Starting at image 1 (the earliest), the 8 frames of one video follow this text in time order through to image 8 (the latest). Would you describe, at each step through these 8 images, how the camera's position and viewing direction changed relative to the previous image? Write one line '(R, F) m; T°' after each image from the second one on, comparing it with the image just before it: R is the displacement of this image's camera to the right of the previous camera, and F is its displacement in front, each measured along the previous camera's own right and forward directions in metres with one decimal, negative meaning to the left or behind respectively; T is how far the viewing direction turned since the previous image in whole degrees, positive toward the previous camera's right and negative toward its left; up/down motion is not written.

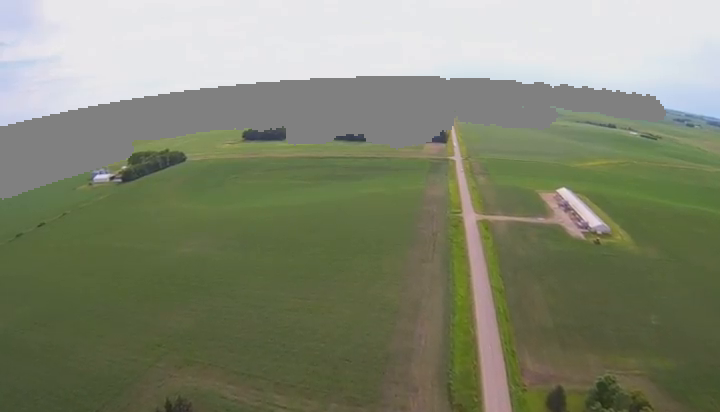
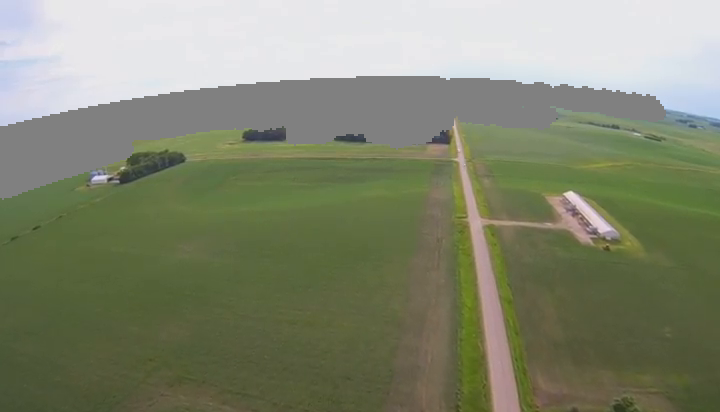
(0.0, +9.7) m; 0°
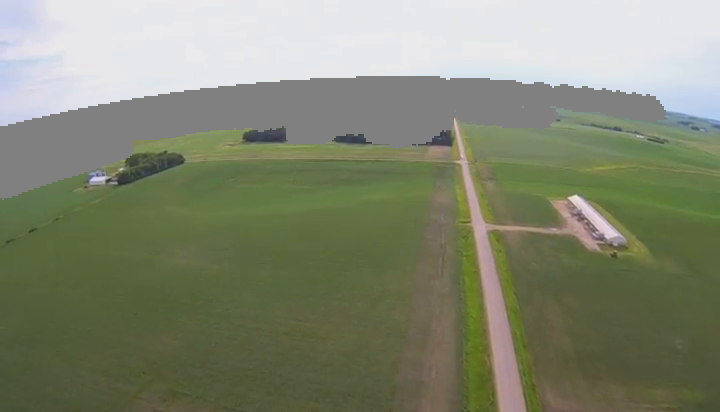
(0.0, +7.4) m; 0°
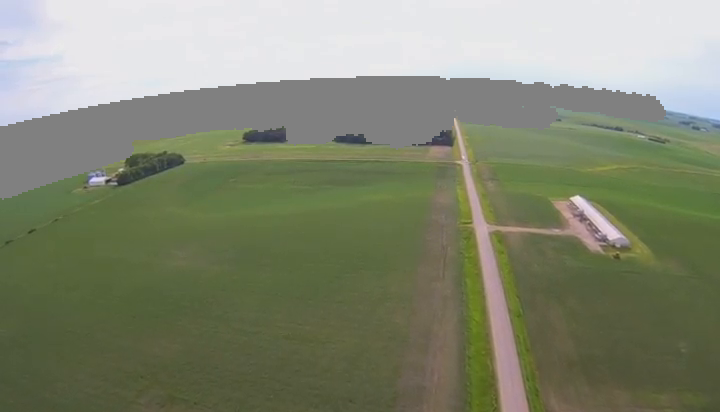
(0.0, +2.6) m; 0°
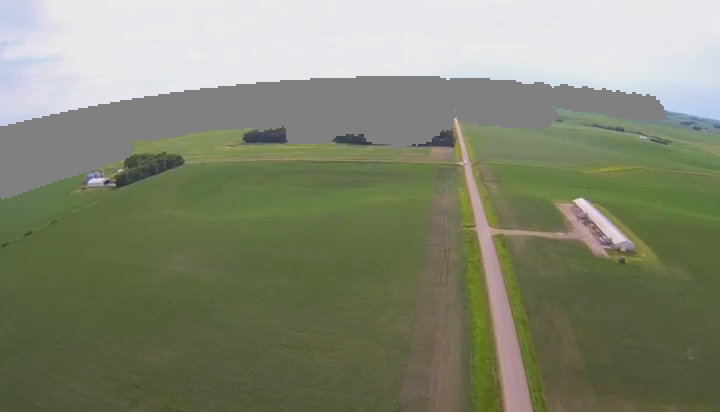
(0.0, +5.1) m; 0°
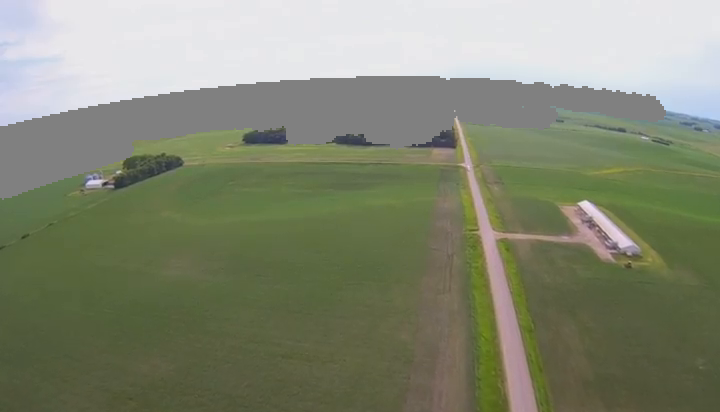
(0.0, +6.1) m; 0°
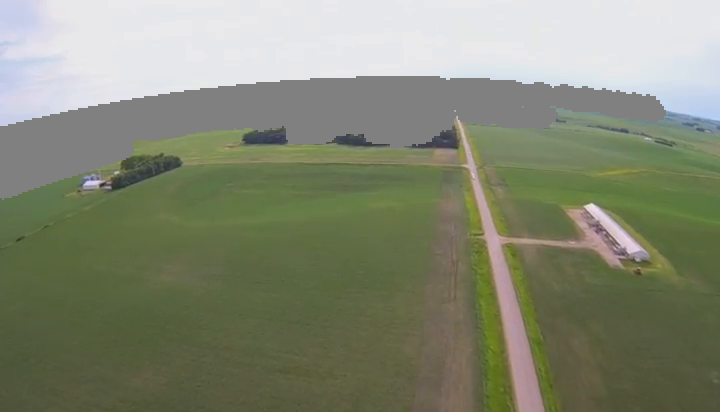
(0.0, +8.7) m; 0°
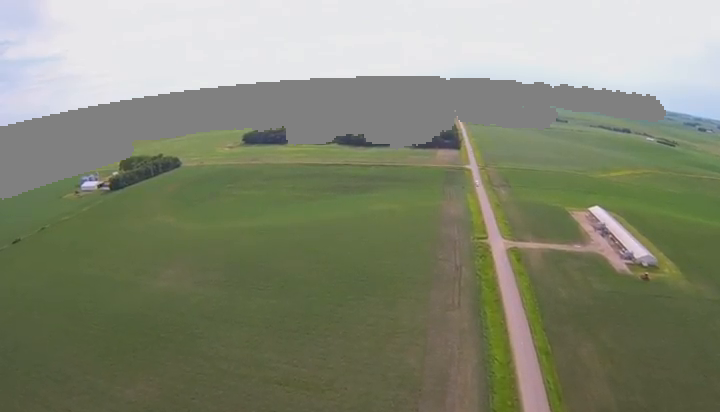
(0.0, +6.6) m; 0°
